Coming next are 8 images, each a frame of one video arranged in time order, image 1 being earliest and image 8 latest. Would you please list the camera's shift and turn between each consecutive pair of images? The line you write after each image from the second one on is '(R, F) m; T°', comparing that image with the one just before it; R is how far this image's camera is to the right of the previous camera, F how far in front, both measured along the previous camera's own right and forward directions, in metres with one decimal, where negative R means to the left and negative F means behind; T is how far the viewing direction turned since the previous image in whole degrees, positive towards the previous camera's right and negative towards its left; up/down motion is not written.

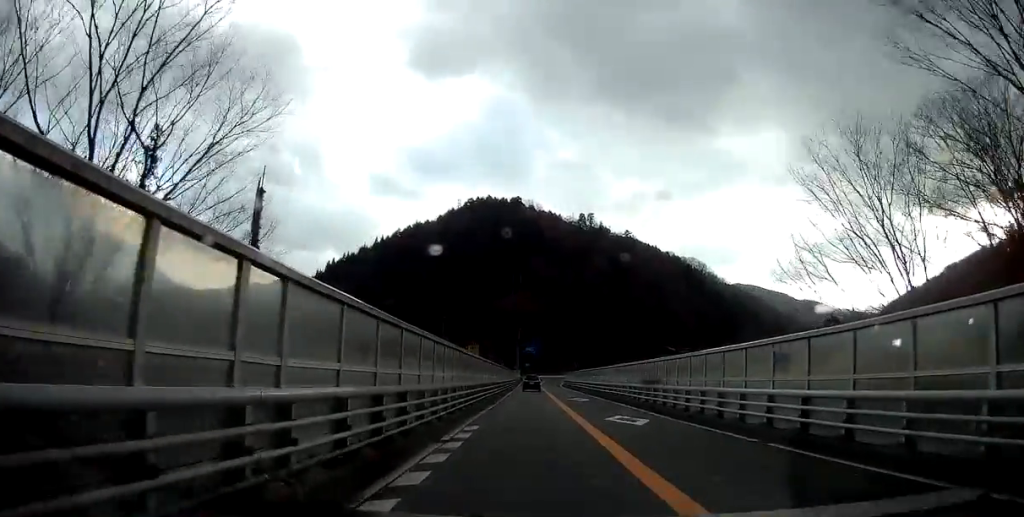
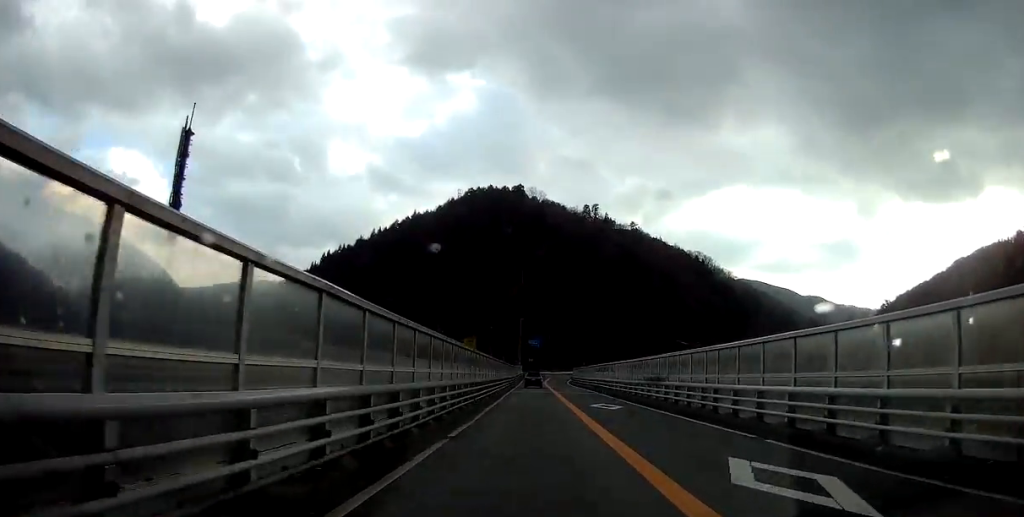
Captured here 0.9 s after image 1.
(+0.3, +13.0) m; 0°
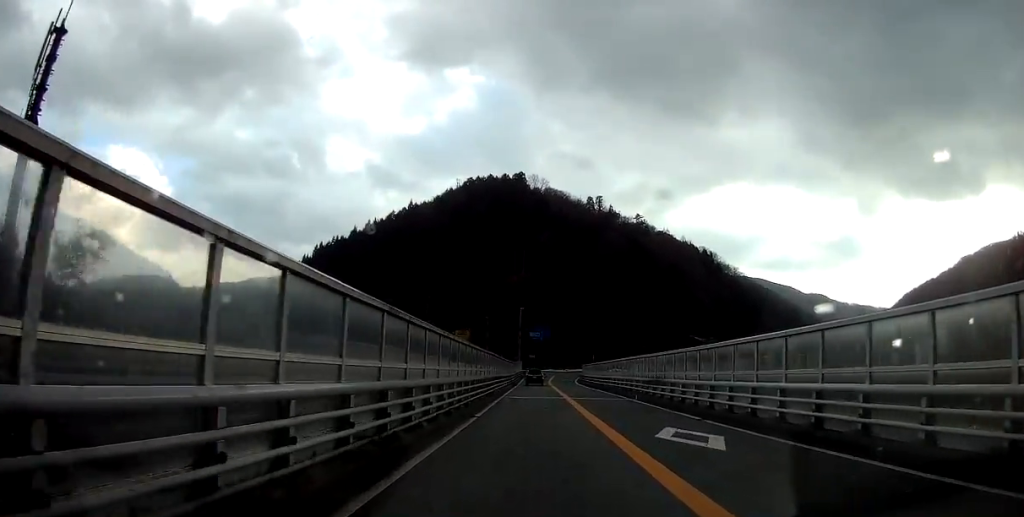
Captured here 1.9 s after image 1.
(-0.3, +14.5) m; 0°
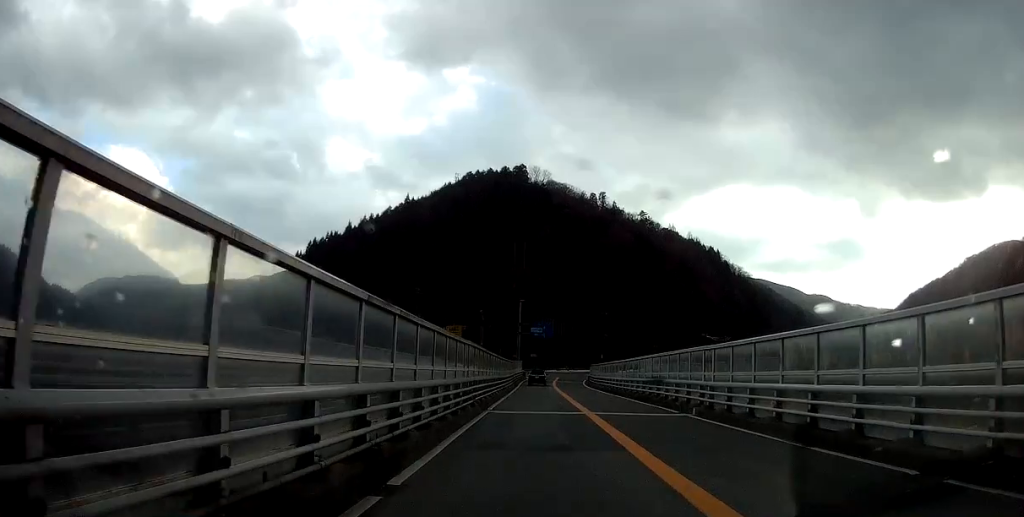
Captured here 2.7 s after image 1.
(+0.2, +11.3) m; 0°
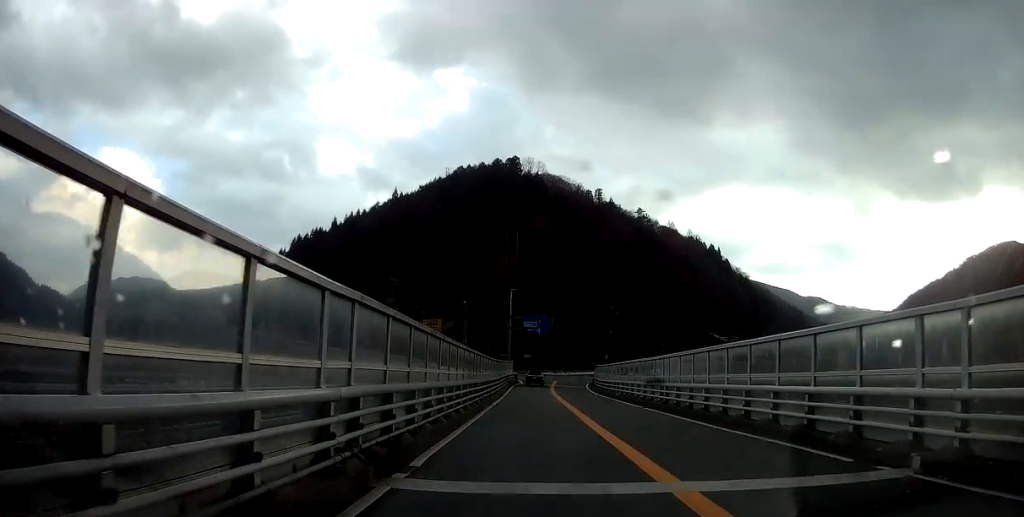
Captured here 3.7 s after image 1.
(-0.1, +13.3) m; 0°
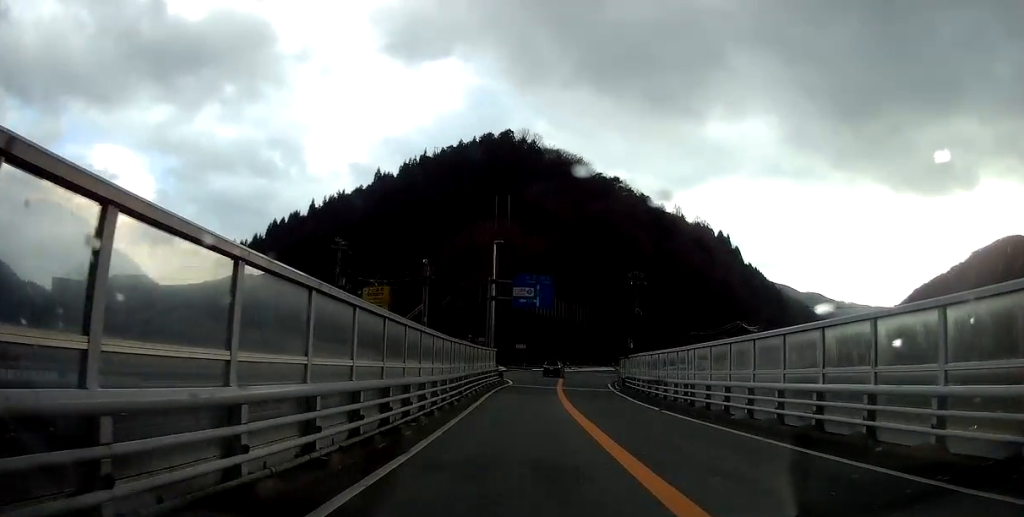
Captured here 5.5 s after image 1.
(+0.4, +23.7) m; +1°
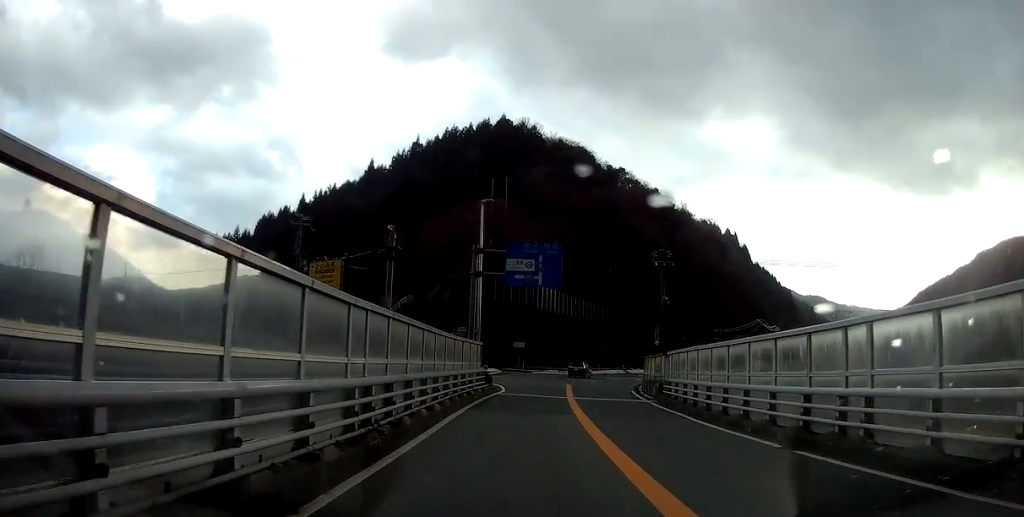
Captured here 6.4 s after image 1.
(-0.4, +11.6) m; -1°
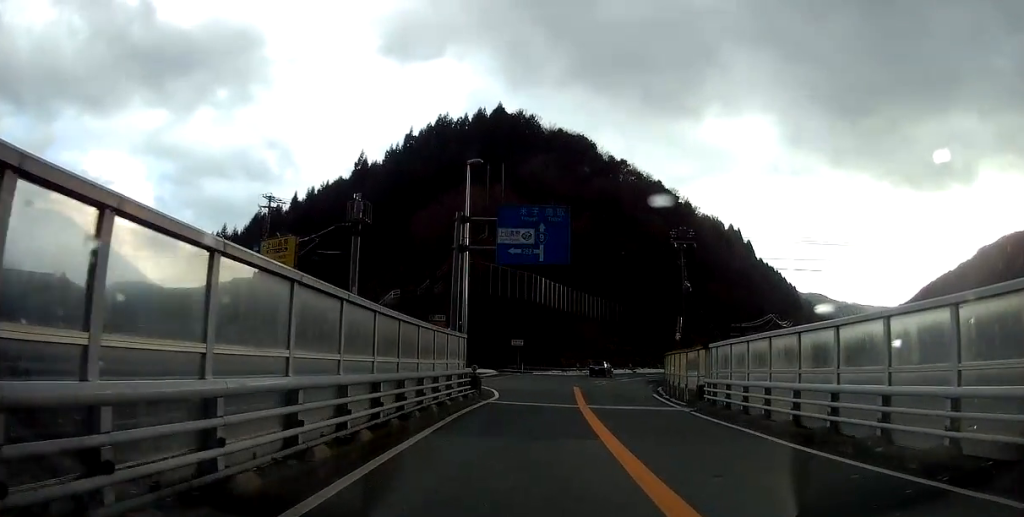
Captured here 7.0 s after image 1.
(+0.1, +6.8) m; +1°
